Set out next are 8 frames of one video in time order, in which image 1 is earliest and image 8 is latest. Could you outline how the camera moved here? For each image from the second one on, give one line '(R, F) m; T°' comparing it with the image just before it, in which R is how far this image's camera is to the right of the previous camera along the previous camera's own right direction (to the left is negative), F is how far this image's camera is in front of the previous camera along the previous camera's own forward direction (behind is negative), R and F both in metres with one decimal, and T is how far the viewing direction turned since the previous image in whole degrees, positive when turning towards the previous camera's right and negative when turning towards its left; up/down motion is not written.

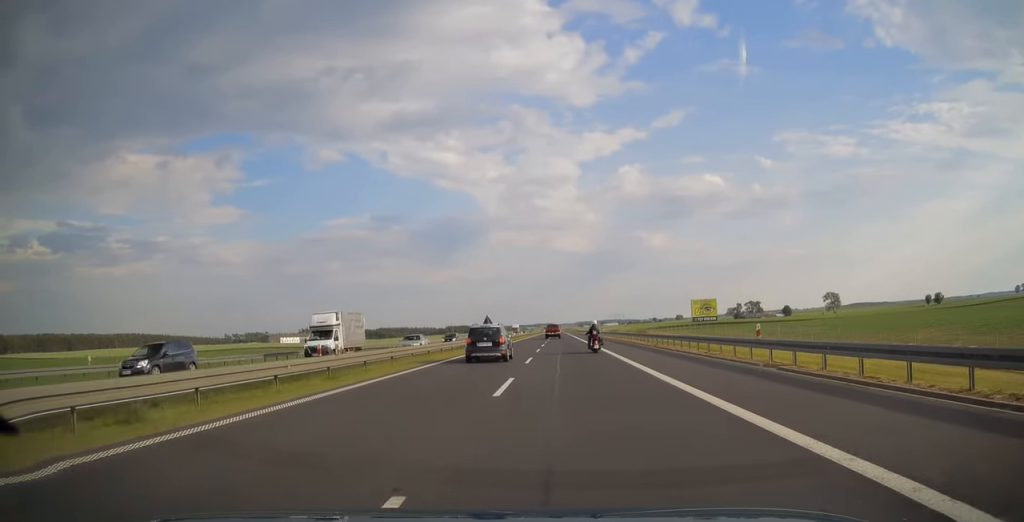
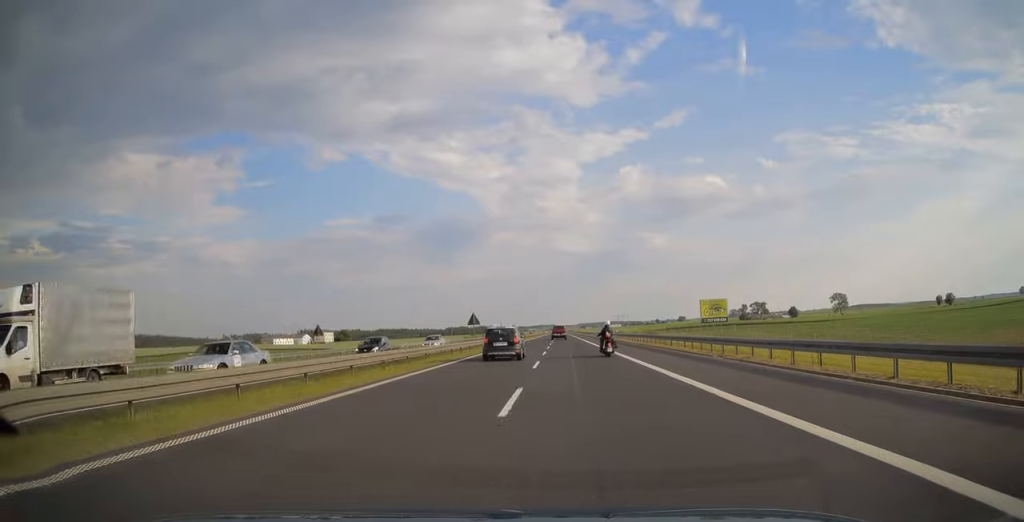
(0.0, +14.6) m; 0°
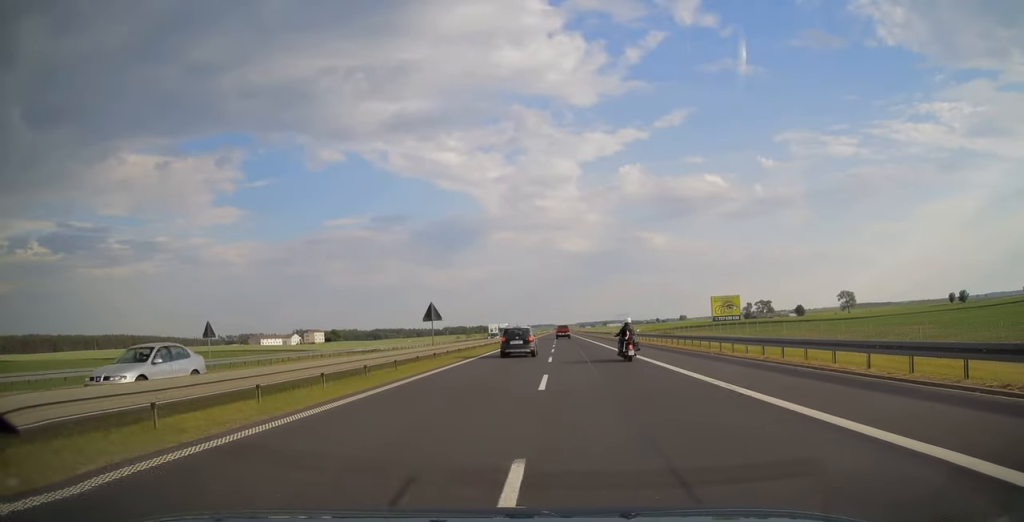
(0.0, +19.7) m; 0°
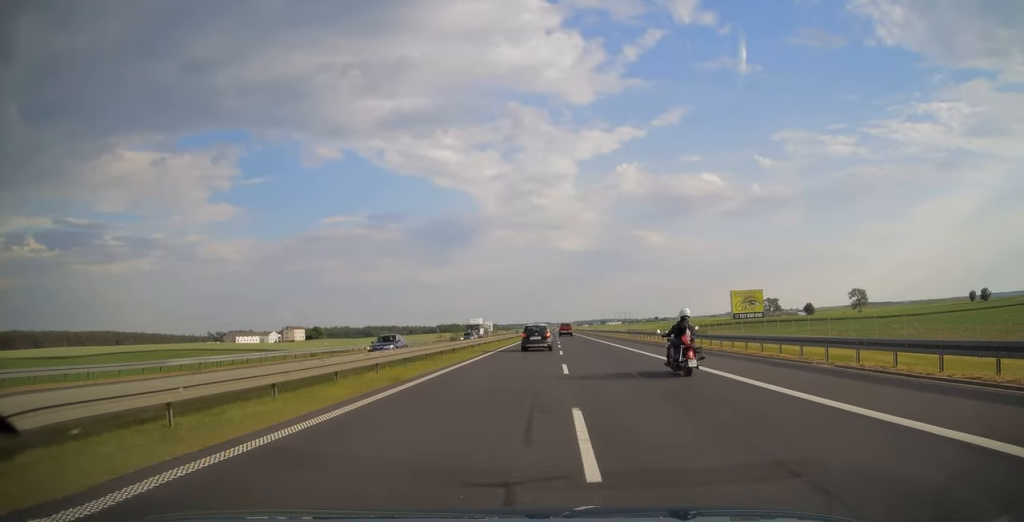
(-0.1, +32.0) m; 0°
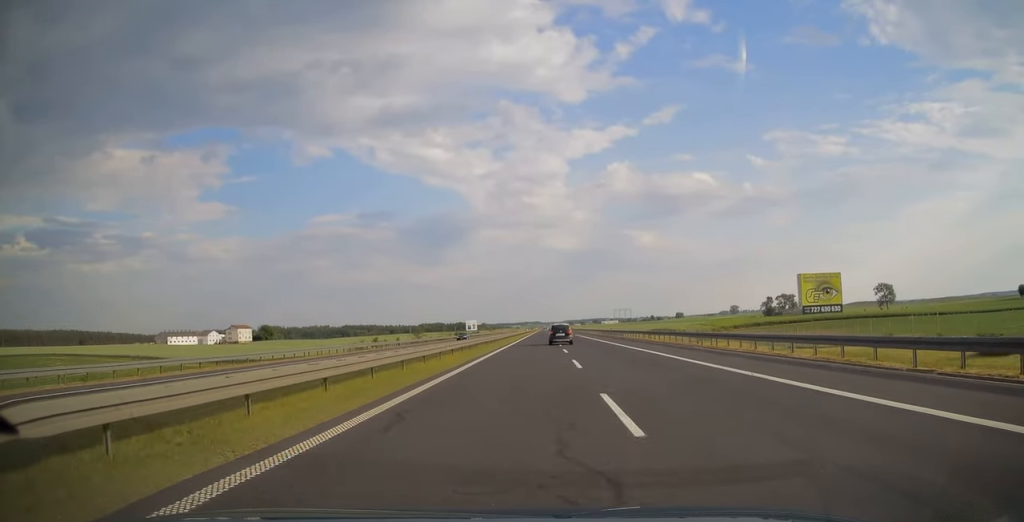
(+0.5, +69.8) m; +1°
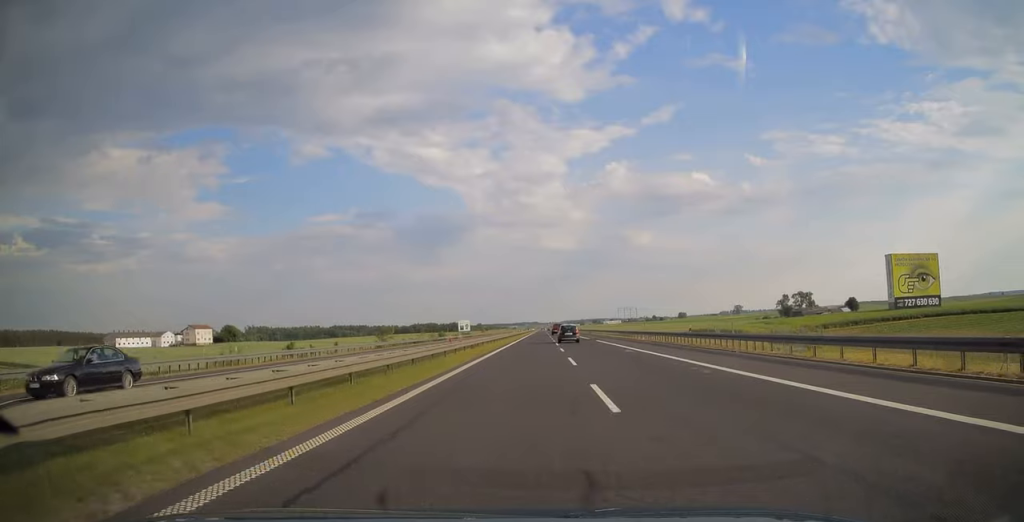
(+0.1, +45.9) m; 0°
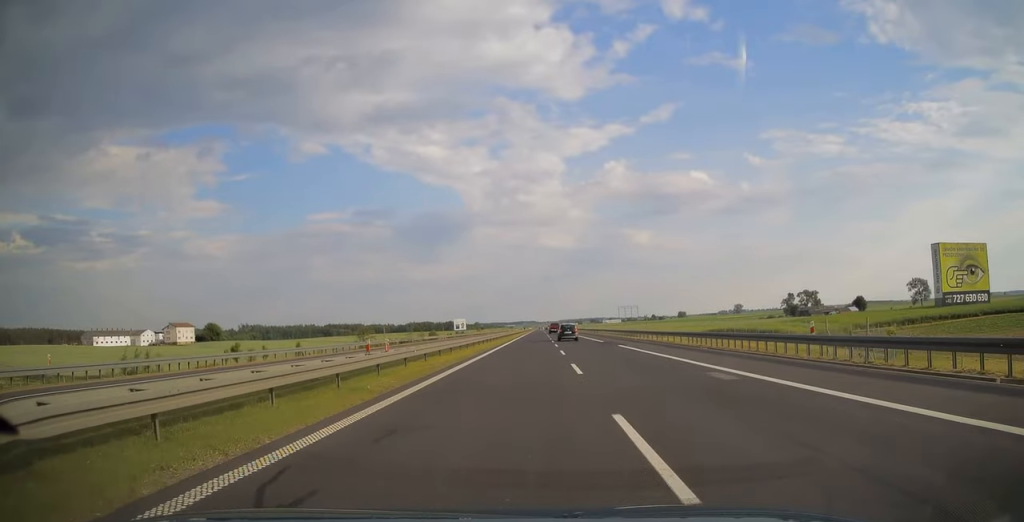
(+0.1, +16.7) m; 0°
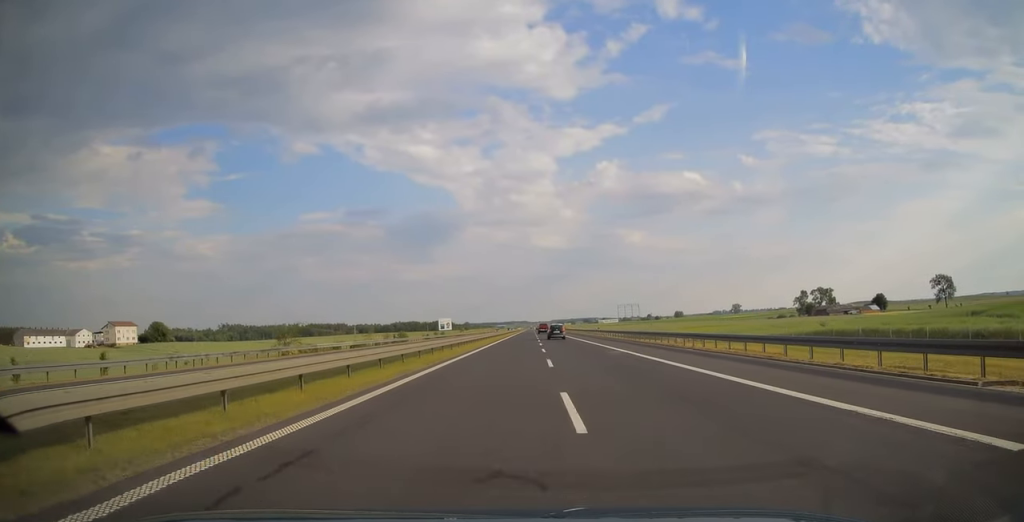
(+0.1, +45.1) m; 0°
